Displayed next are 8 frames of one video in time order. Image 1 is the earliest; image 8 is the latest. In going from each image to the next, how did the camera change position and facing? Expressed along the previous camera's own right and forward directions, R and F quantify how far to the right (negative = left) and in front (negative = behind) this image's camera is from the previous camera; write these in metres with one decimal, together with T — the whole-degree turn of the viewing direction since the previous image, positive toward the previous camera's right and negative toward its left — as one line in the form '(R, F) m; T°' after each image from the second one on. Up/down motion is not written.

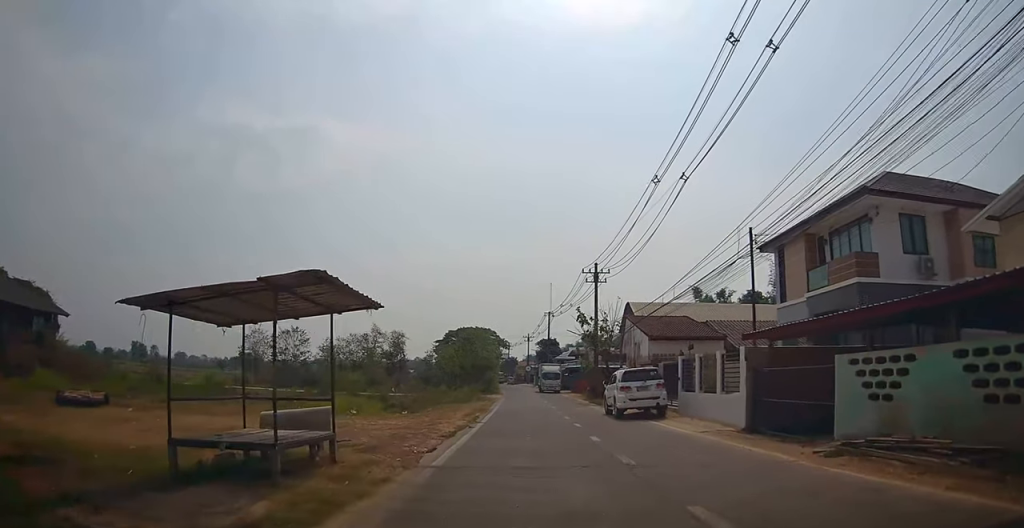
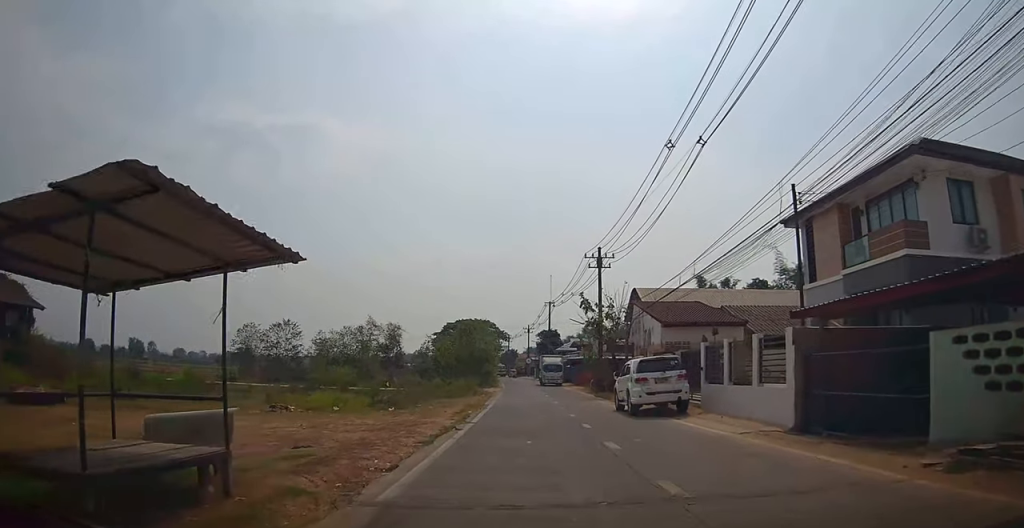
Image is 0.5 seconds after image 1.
(0.0, +2.9) m; -1°
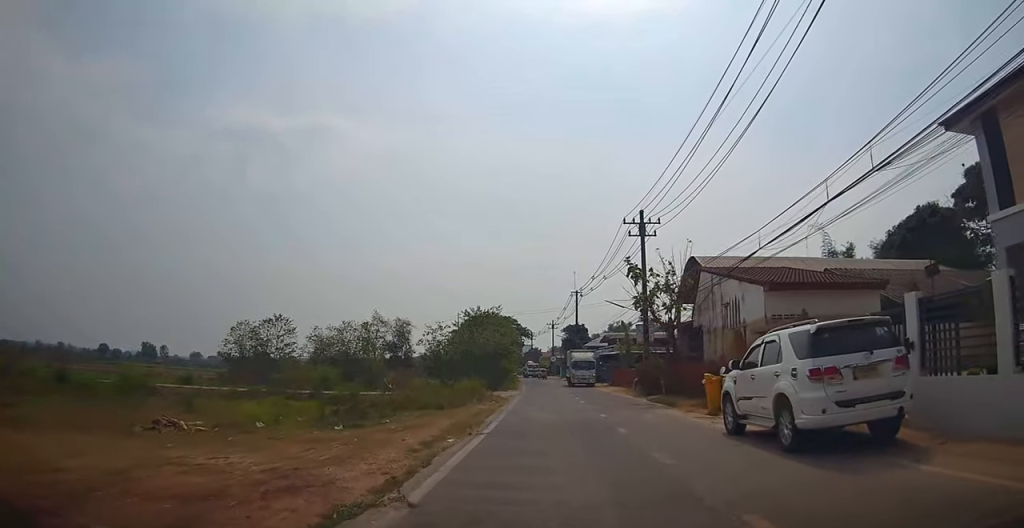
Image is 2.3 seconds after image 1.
(0.0, +9.8) m; +2°
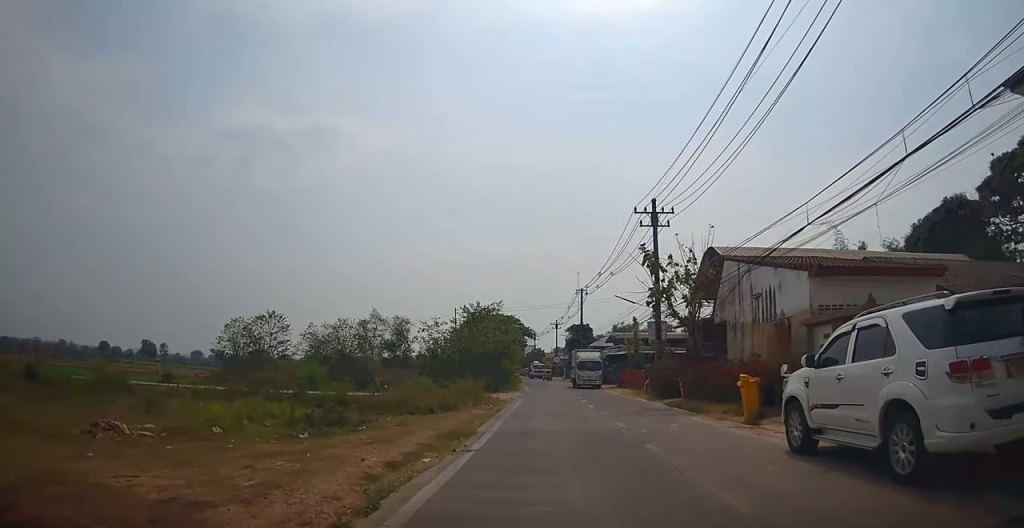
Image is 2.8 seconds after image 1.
(0.0, +3.0) m; 0°
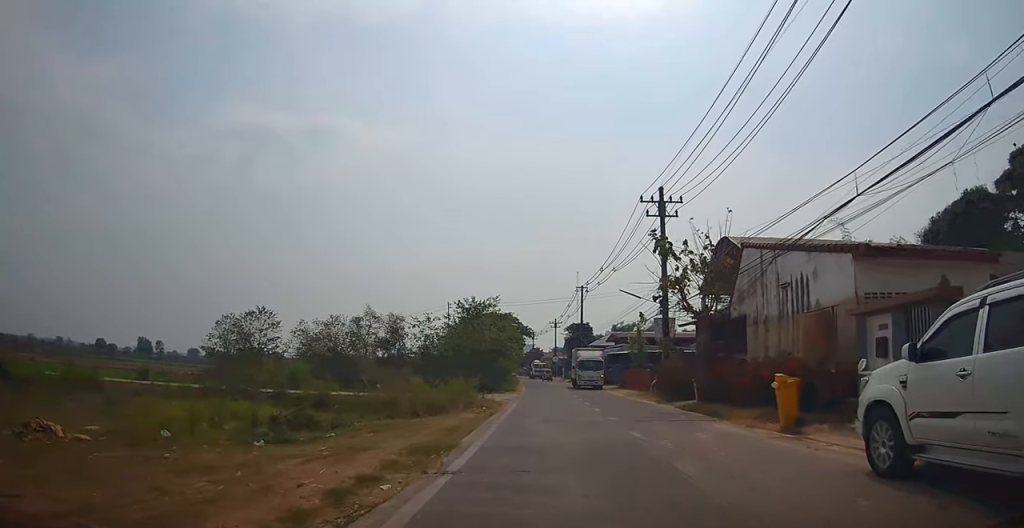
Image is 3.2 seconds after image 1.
(+0.1, +2.5) m; -1°
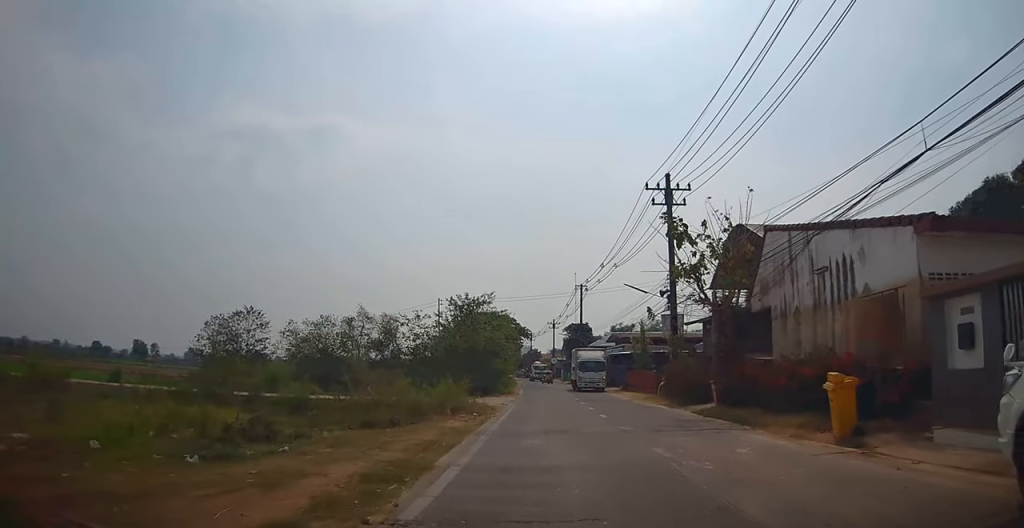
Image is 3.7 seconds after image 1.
(0.0, +2.7) m; -1°
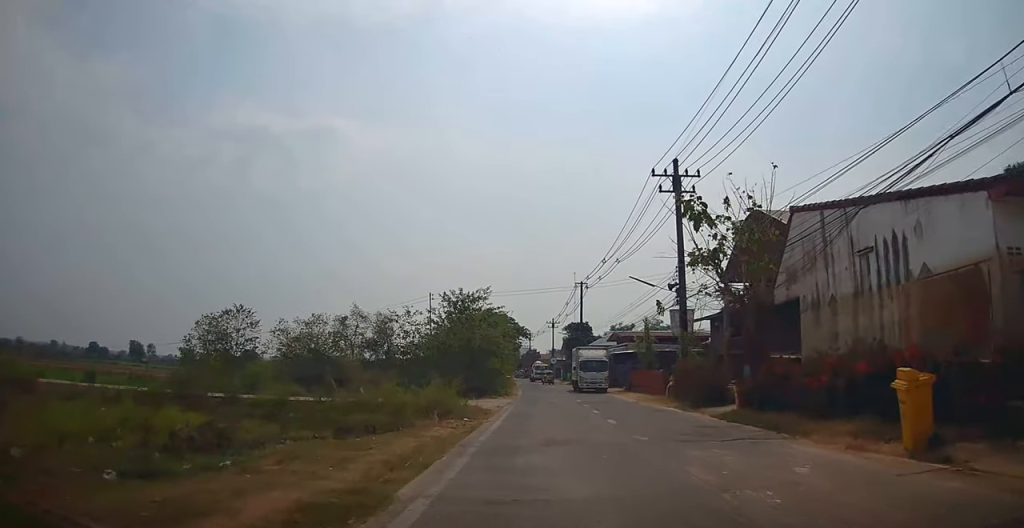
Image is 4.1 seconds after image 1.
(-0.1, +2.4) m; -1°
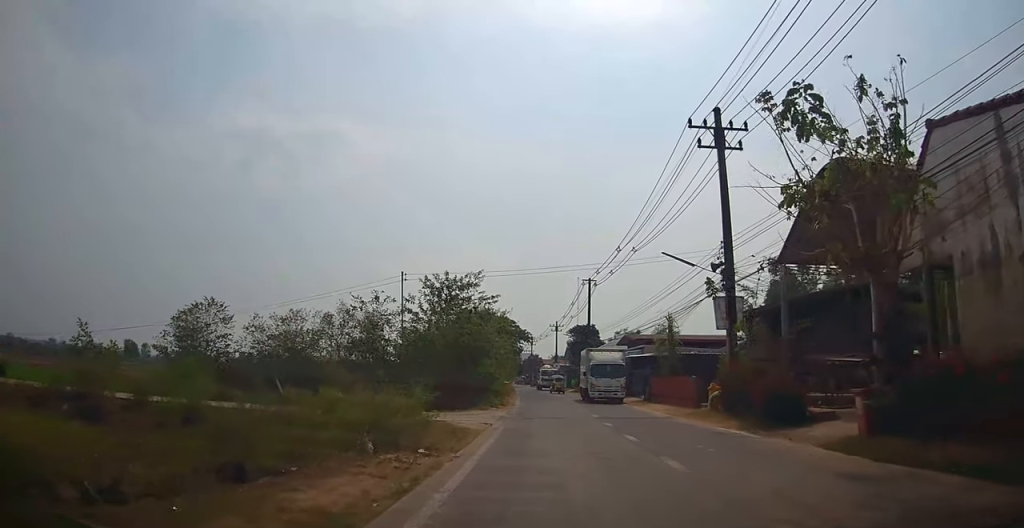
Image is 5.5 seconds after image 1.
(-0.1, +7.5) m; 0°
